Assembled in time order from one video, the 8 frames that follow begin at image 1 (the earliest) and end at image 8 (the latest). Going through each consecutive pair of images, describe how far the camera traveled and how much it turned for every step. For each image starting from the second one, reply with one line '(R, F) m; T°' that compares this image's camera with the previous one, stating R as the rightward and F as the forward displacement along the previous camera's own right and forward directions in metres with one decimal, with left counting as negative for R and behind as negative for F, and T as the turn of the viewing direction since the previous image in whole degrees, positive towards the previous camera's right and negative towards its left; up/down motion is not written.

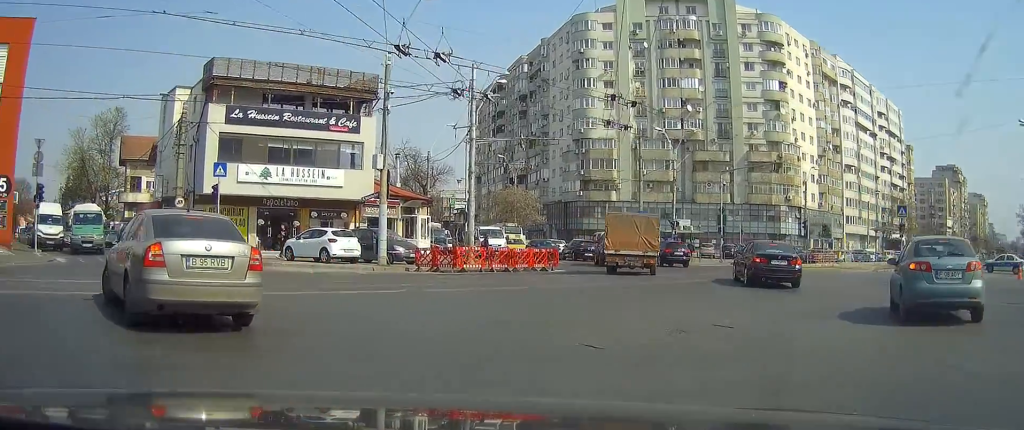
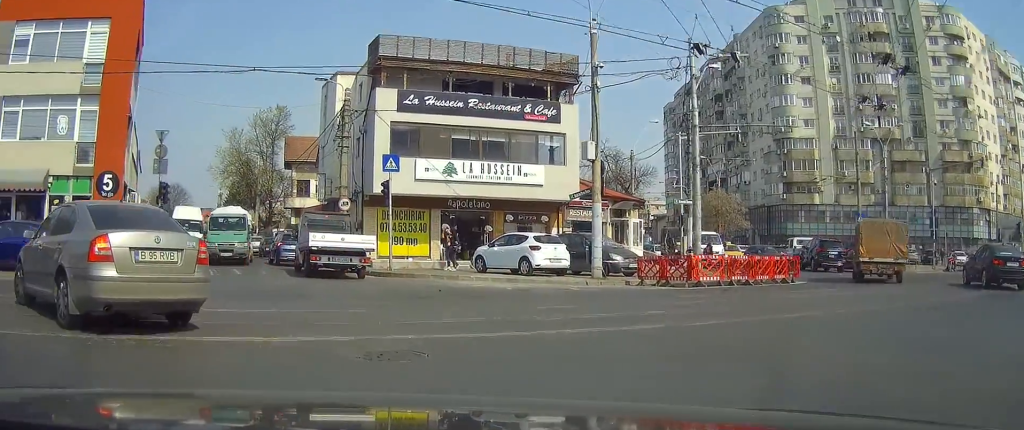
(-0.4, +4.5) m; -13°
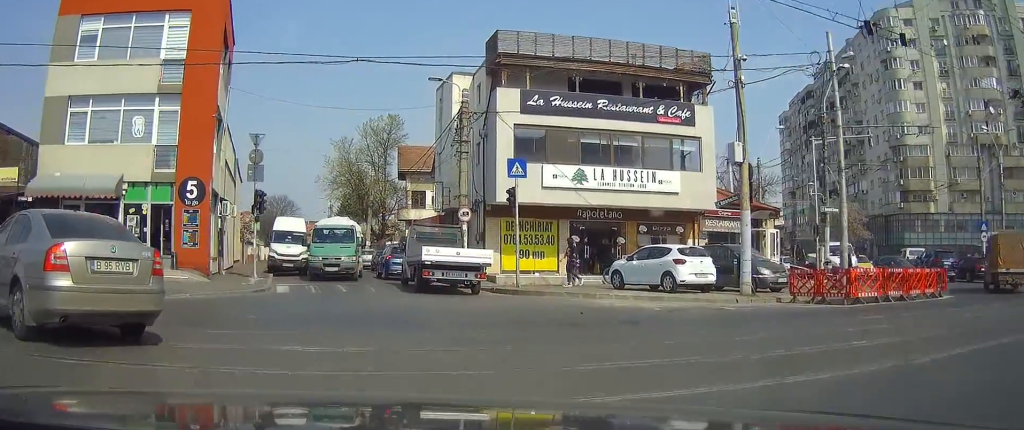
(0.0, +2.2) m; -8°
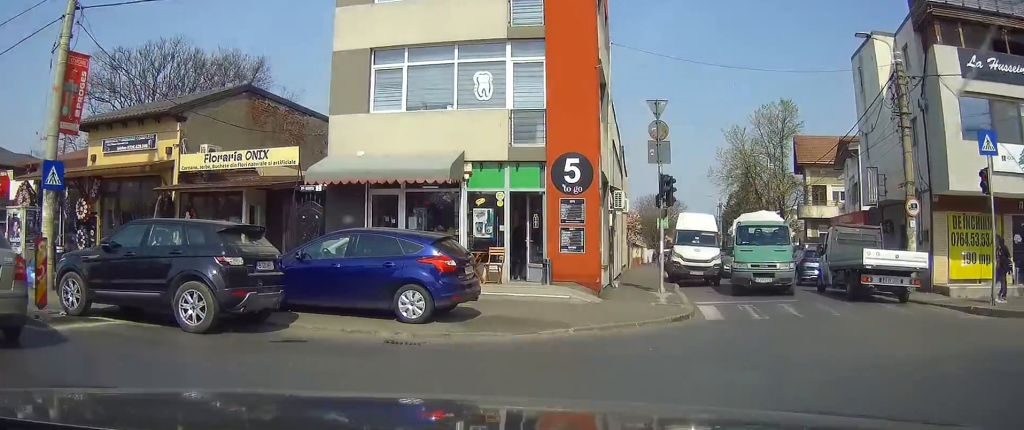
(-1.8, +5.9) m; -33°
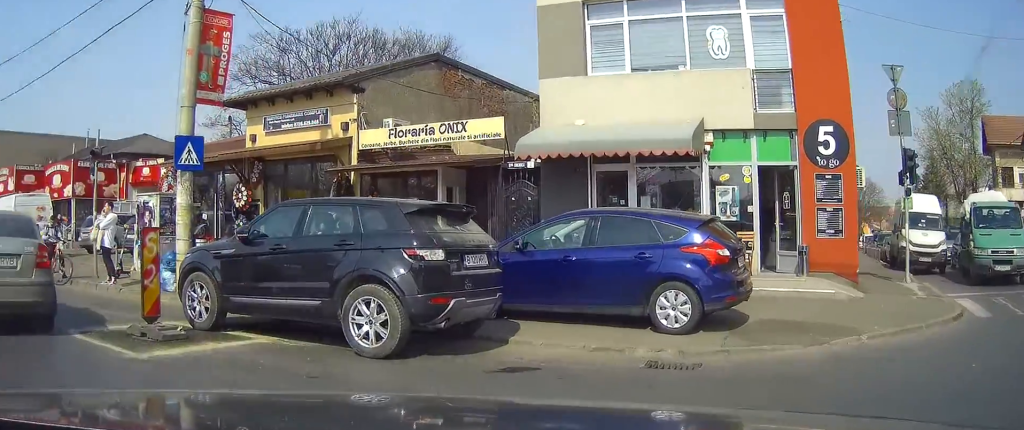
(-0.4, +2.6) m; -15°
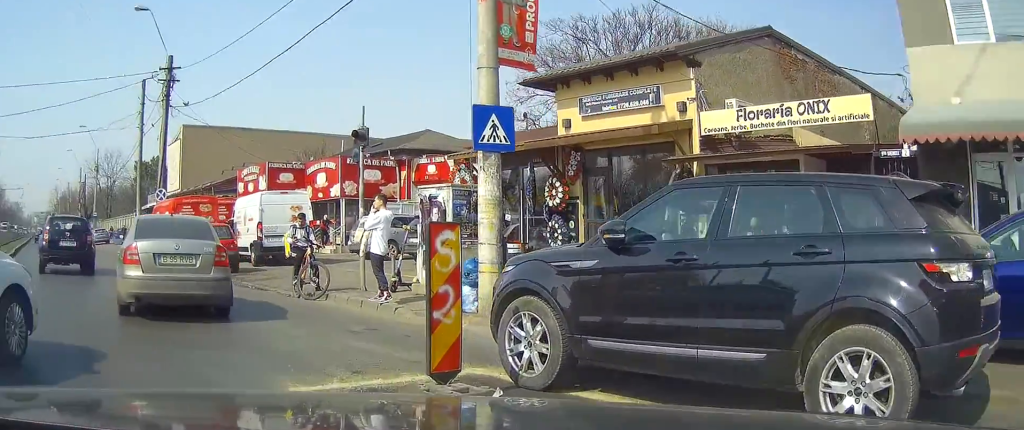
(-0.5, +3.2) m; -15°
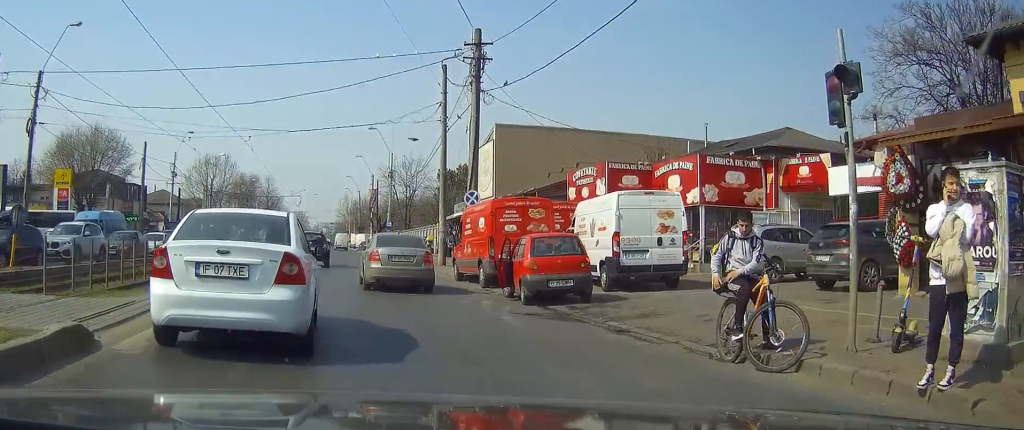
(-1.4, +8.0) m; -16°
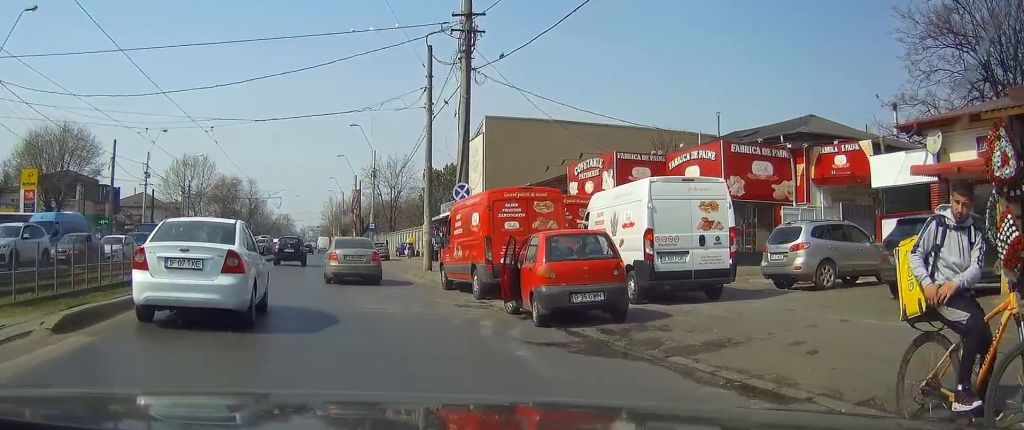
(-0.2, +4.5) m; -4°
